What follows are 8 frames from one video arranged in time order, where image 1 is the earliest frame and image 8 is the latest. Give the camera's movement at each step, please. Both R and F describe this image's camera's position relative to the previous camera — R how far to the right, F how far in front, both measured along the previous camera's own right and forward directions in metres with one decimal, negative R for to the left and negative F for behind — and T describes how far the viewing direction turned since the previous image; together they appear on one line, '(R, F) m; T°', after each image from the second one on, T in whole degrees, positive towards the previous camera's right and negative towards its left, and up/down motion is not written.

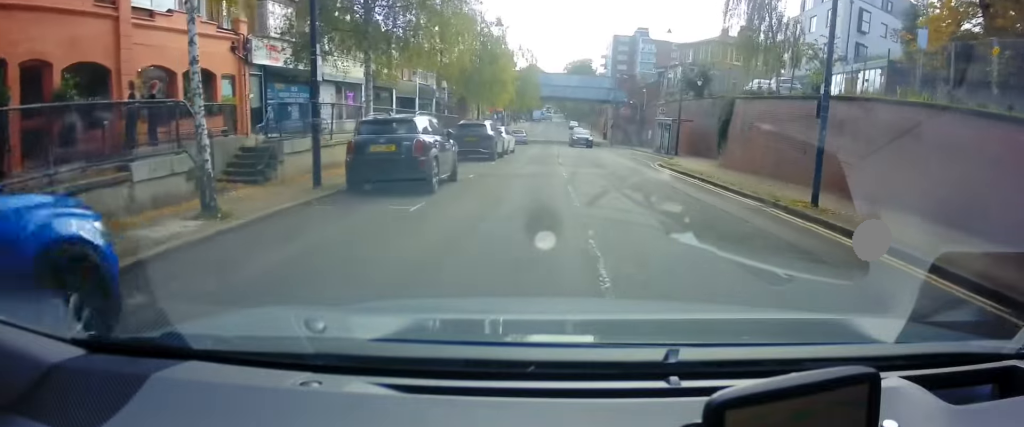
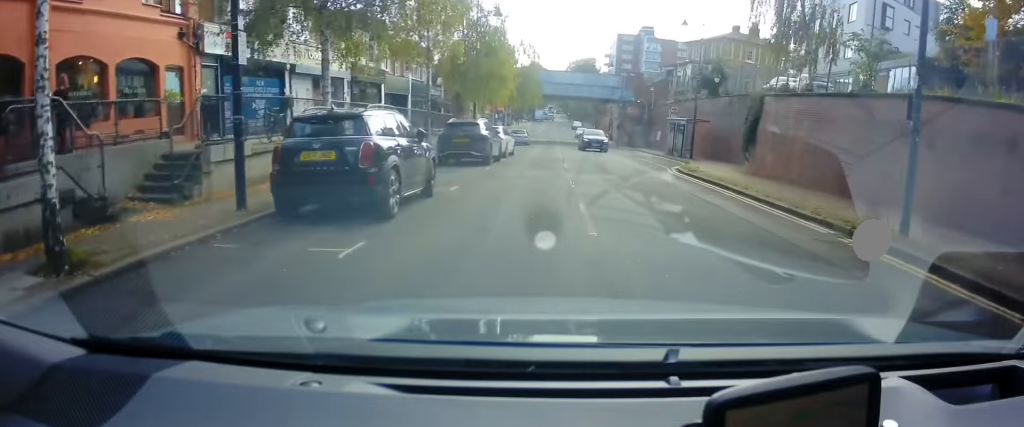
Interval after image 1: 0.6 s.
(-0.1, +3.5) m; -1°
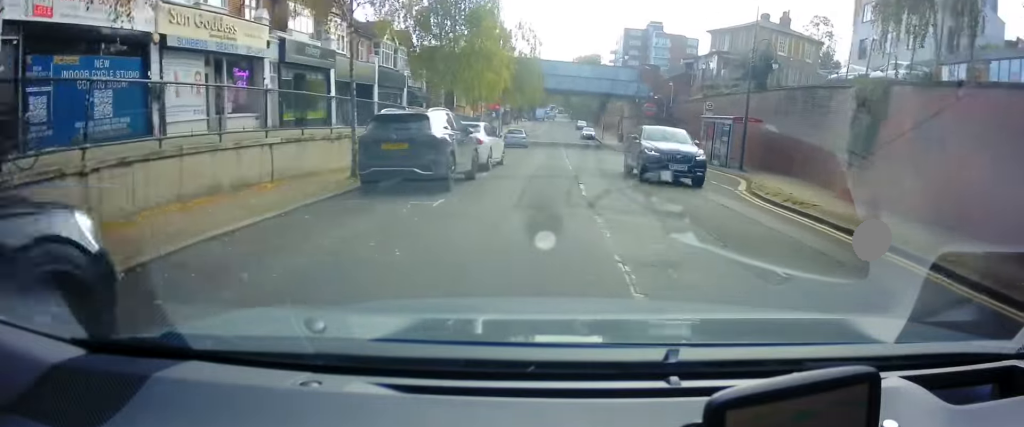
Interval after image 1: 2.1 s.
(-0.1, +8.7) m; -1°
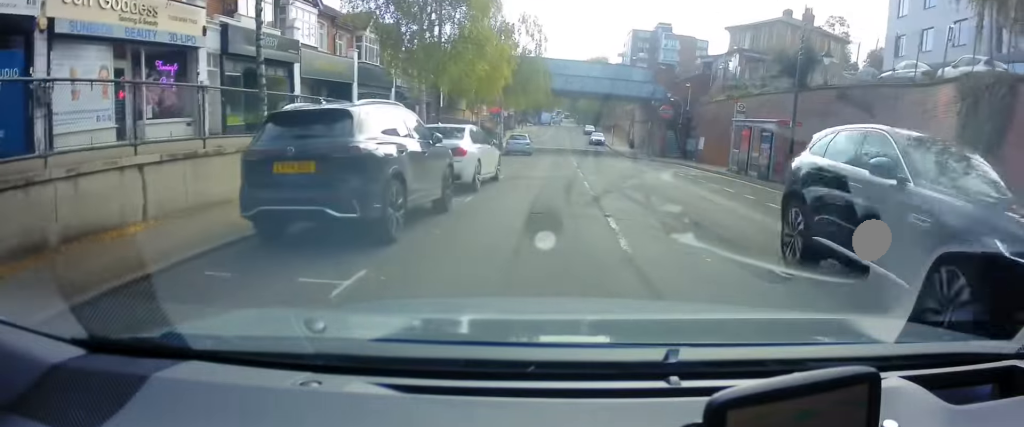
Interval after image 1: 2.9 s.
(-0.2, +4.4) m; -1°
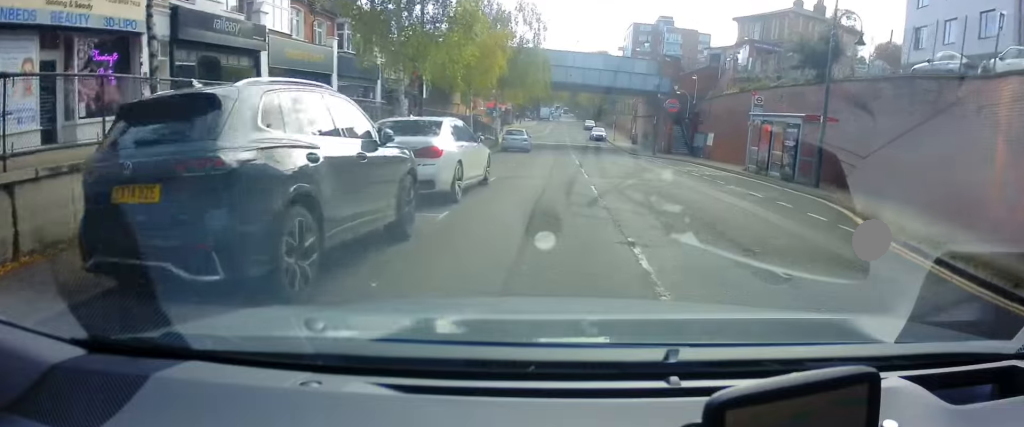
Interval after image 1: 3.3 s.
(-0.1, +2.5) m; -1°
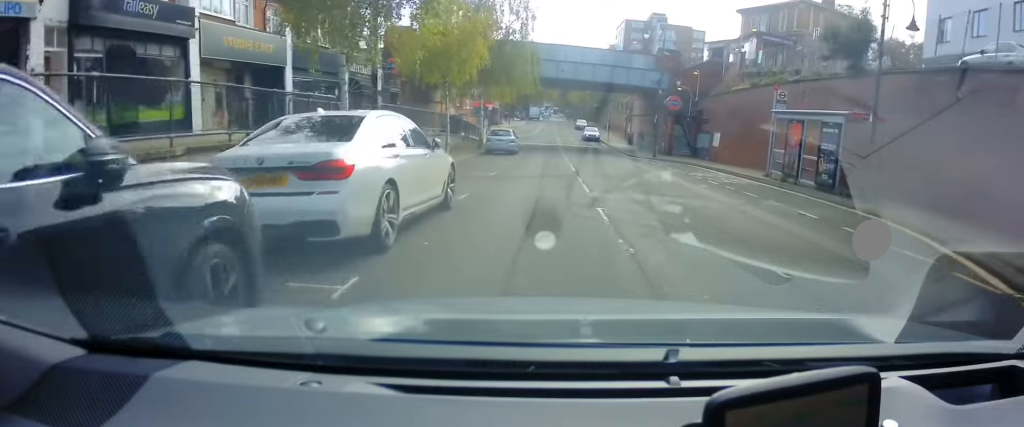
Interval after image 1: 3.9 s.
(+0.1, +3.9) m; +2°
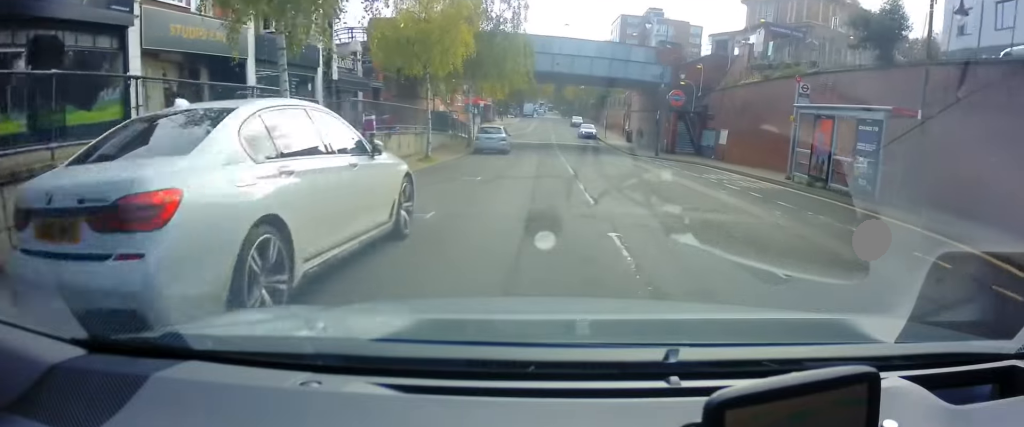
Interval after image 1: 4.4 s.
(0.0, +2.7) m; +1°
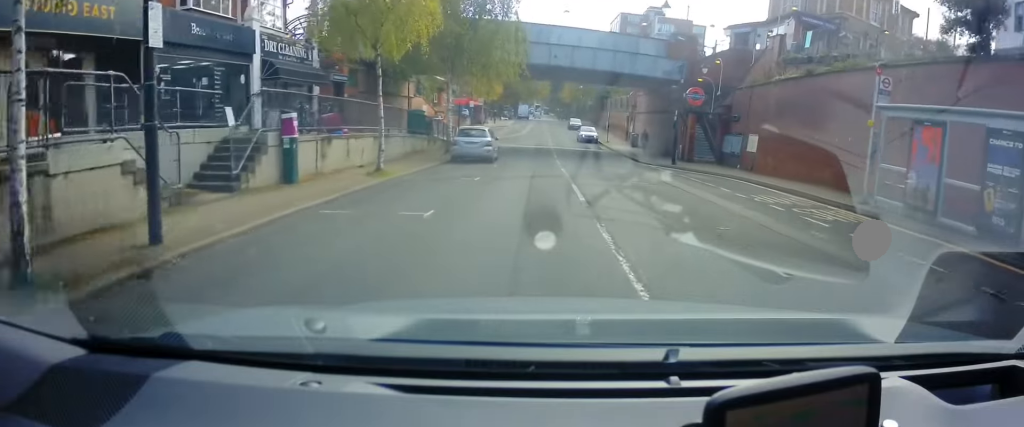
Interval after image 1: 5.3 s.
(+0.2, +5.9) m; 0°
